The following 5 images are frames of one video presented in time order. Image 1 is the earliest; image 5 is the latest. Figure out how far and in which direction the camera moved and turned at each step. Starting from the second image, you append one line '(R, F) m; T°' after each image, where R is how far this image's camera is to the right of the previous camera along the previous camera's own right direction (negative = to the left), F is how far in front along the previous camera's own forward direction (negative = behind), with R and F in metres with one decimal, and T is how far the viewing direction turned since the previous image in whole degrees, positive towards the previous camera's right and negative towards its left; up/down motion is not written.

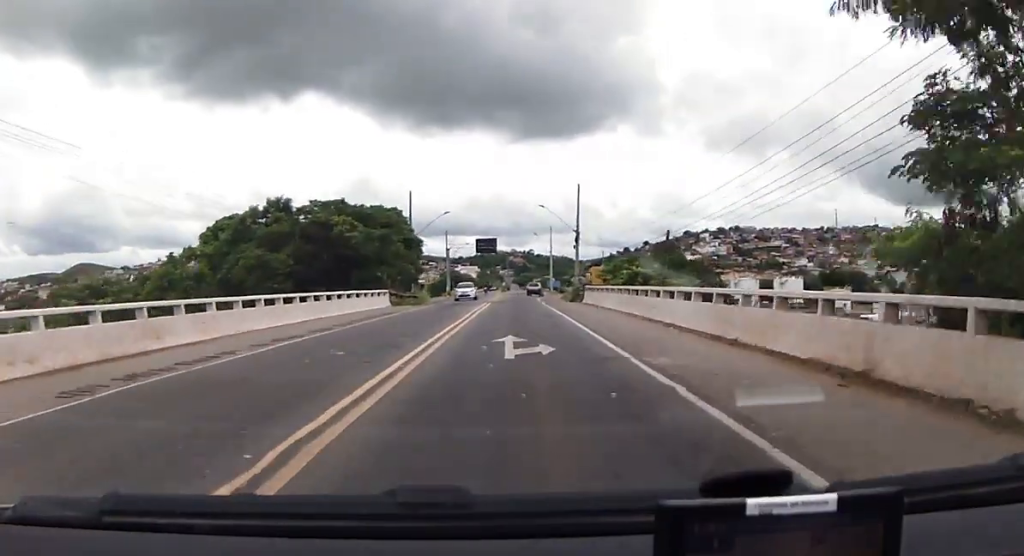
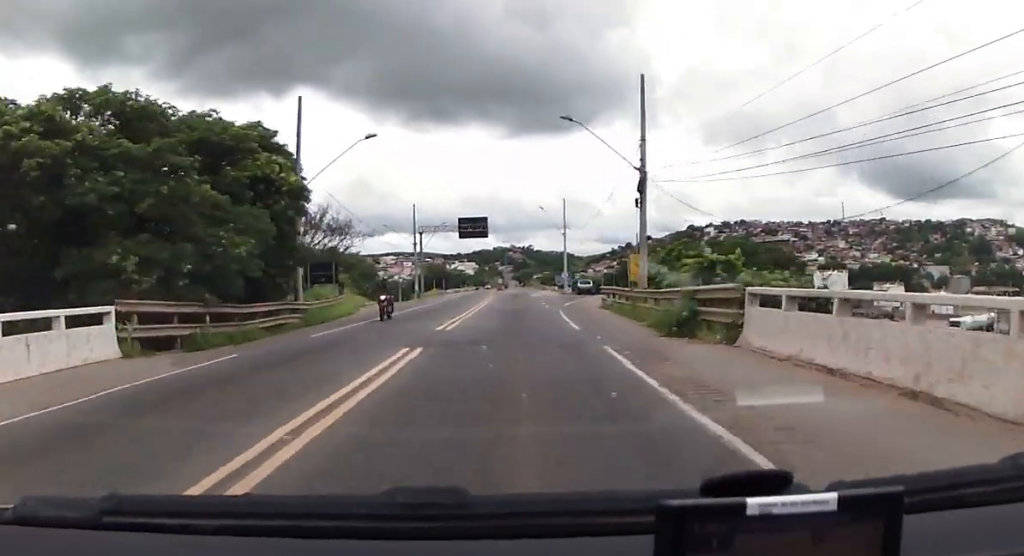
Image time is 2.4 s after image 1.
(0.0, +33.5) m; 0°
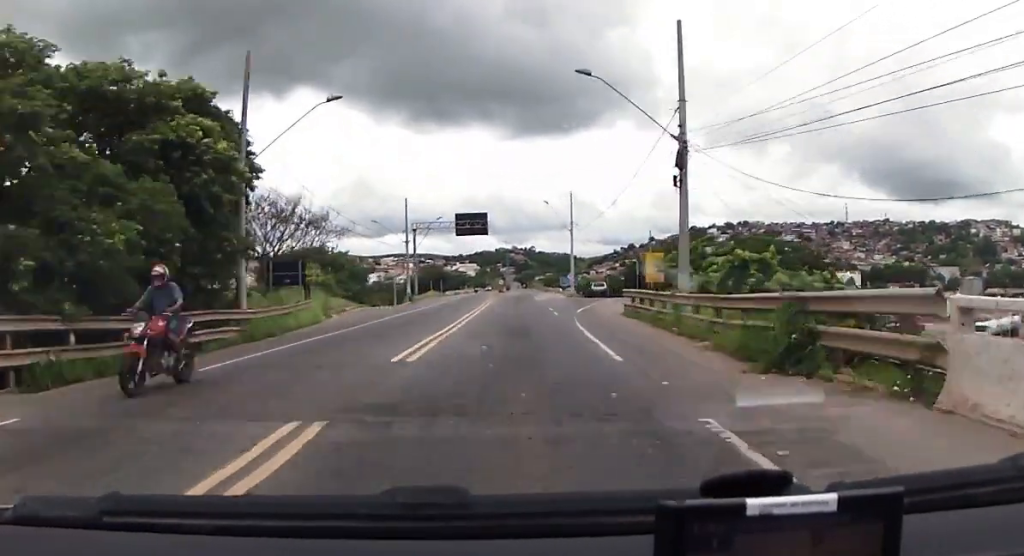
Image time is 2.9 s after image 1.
(0.0, +6.9) m; 0°
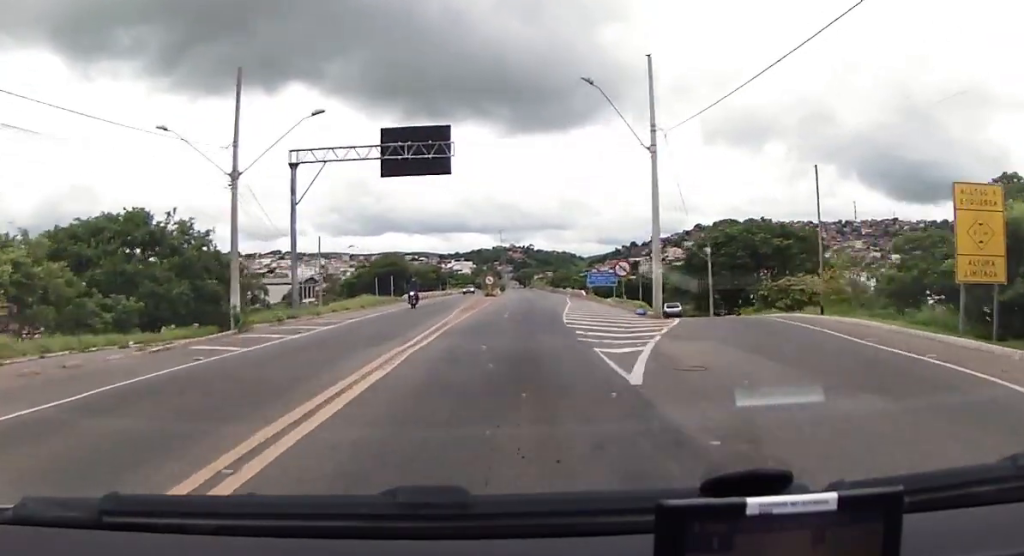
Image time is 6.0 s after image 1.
(0.0, +42.8) m; 0°
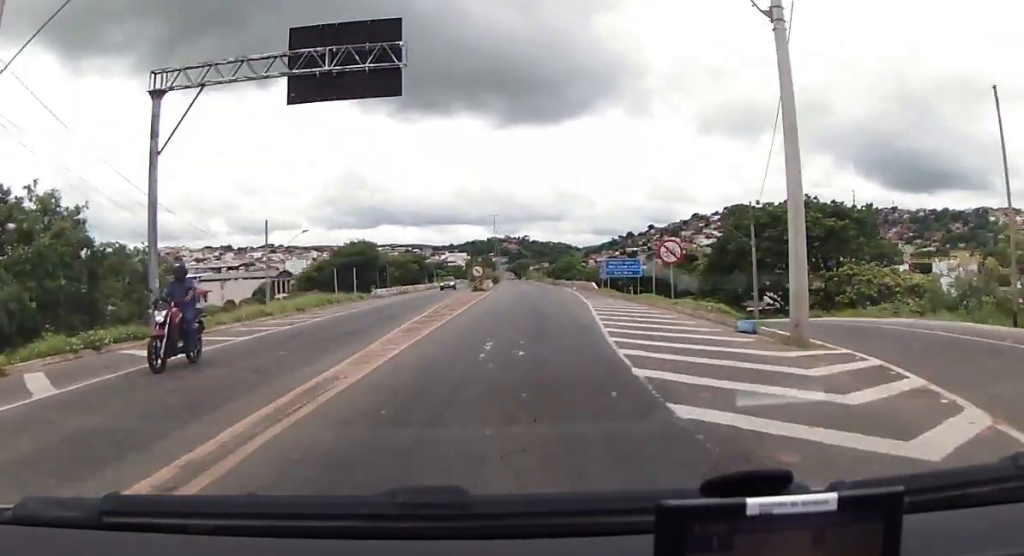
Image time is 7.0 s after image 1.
(0.0, +14.3) m; +1°
